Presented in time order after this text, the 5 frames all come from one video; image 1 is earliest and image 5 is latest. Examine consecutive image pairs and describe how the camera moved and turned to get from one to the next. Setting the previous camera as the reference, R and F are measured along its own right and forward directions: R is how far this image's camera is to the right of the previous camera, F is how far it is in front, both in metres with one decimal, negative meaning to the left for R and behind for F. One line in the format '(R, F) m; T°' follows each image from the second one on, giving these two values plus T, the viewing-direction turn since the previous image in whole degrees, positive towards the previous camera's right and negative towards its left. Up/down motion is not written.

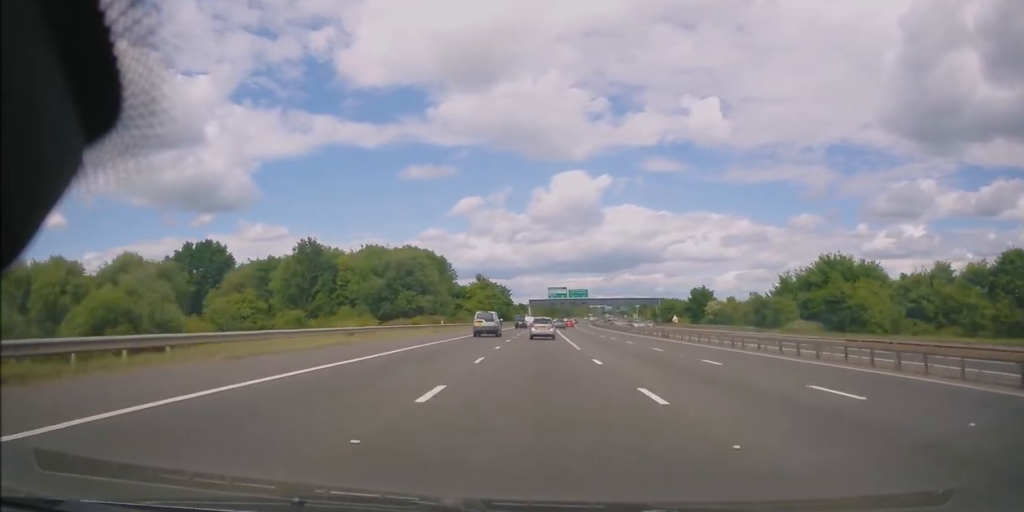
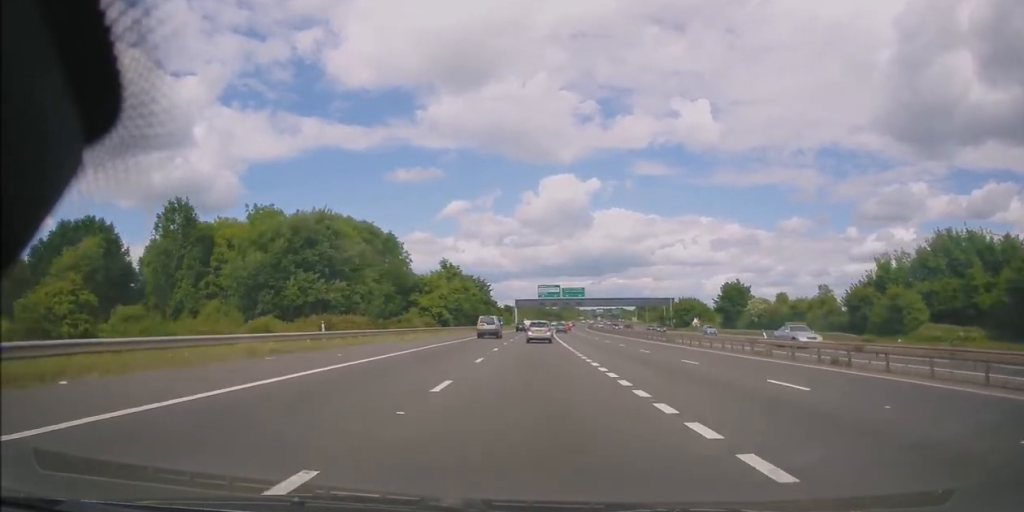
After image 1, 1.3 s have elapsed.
(+0.2, +32.2) m; +1°
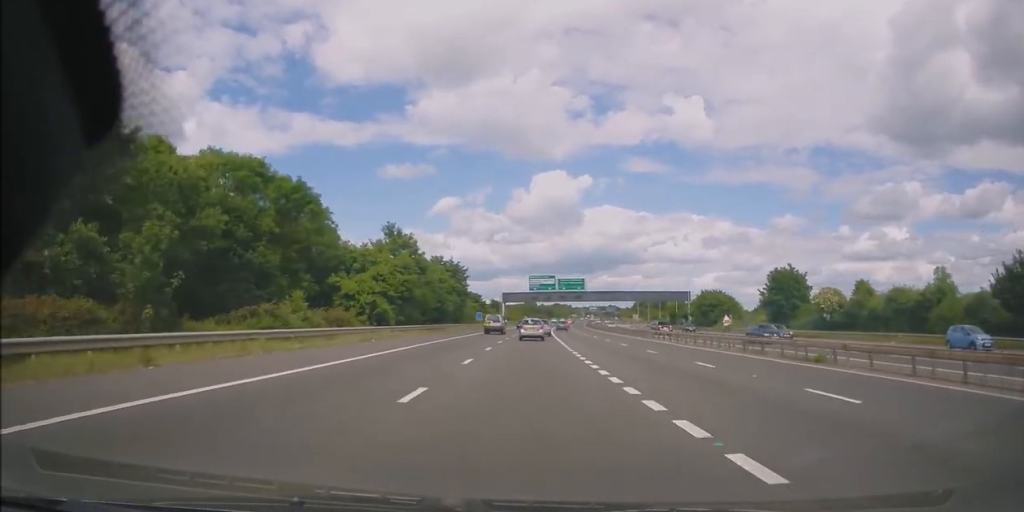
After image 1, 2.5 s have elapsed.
(+0.3, +28.1) m; +1°
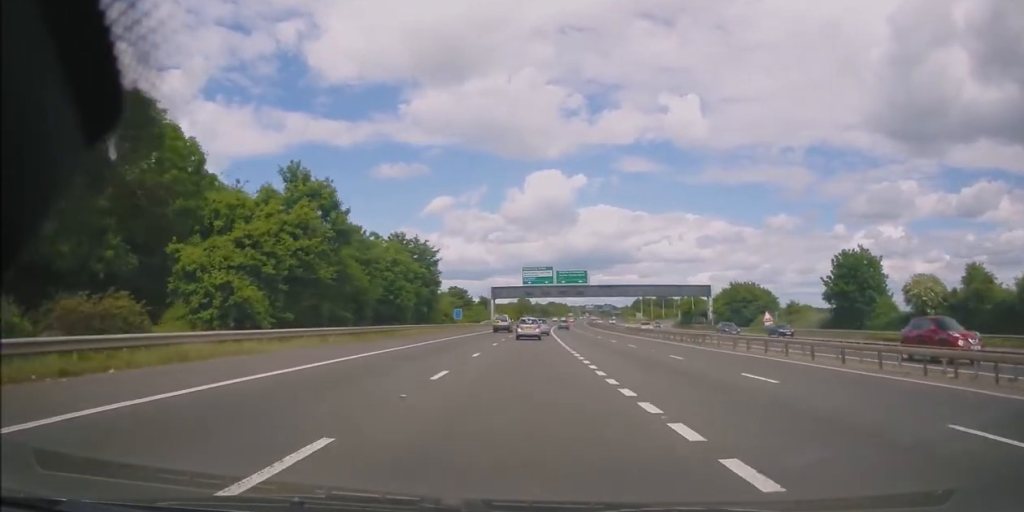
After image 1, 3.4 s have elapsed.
(+0.1, +22.4) m; 0°
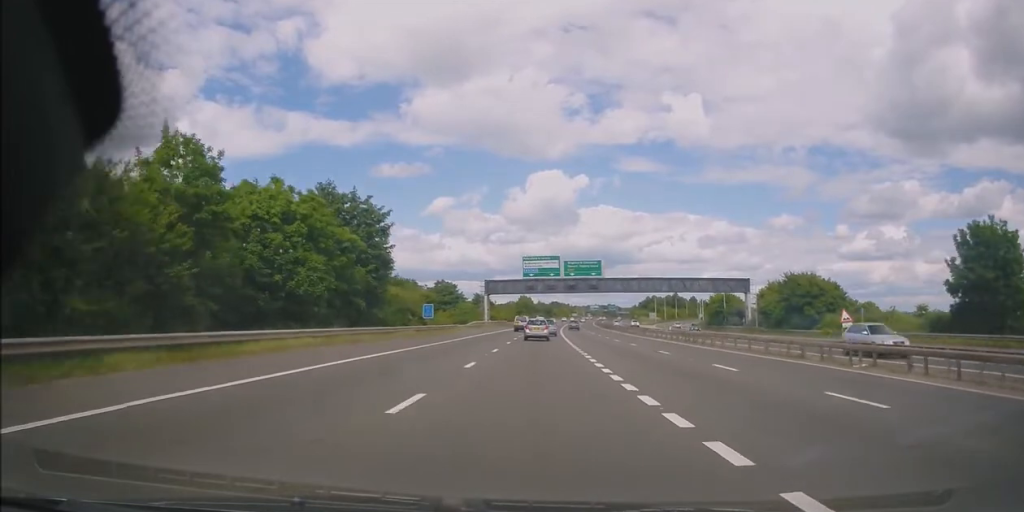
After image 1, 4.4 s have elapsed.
(-0.1, +23.4) m; 0°
